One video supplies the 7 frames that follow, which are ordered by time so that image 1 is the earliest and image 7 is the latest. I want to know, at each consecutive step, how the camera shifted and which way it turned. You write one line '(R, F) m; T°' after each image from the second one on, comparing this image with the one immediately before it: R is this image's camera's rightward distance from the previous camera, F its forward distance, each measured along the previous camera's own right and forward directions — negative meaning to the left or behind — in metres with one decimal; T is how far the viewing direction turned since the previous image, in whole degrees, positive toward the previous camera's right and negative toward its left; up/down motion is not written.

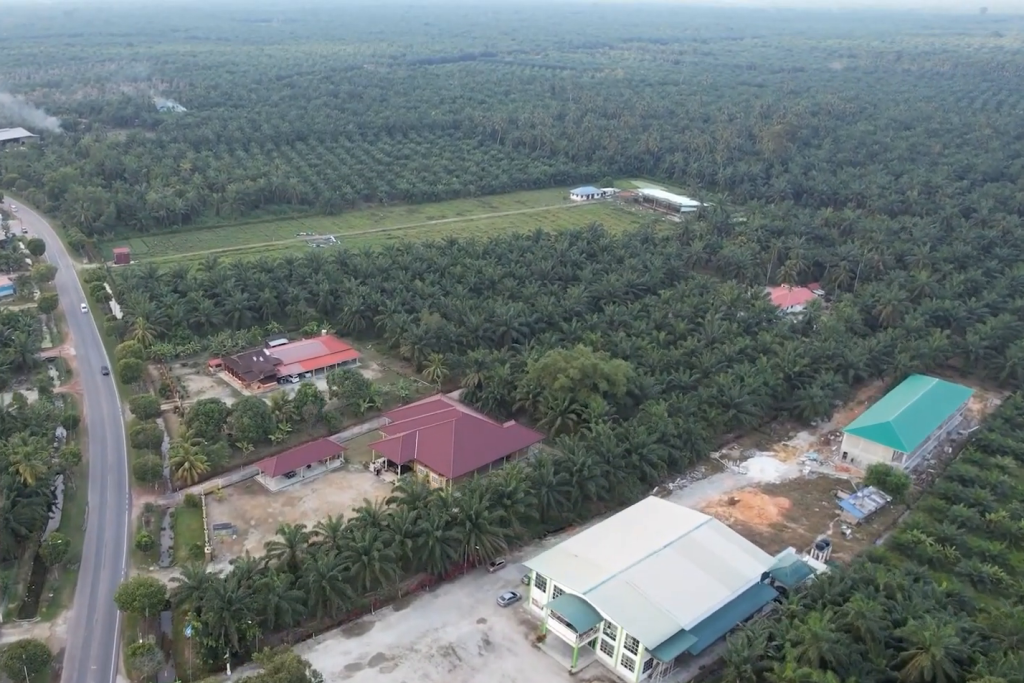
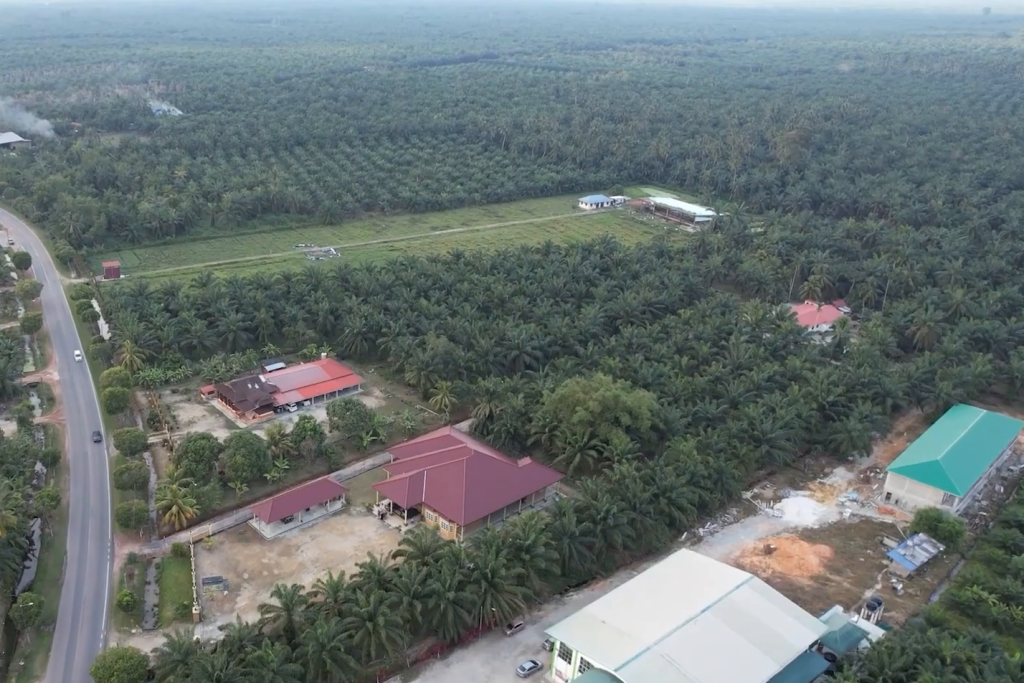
(0.0, +16.2) m; 0°
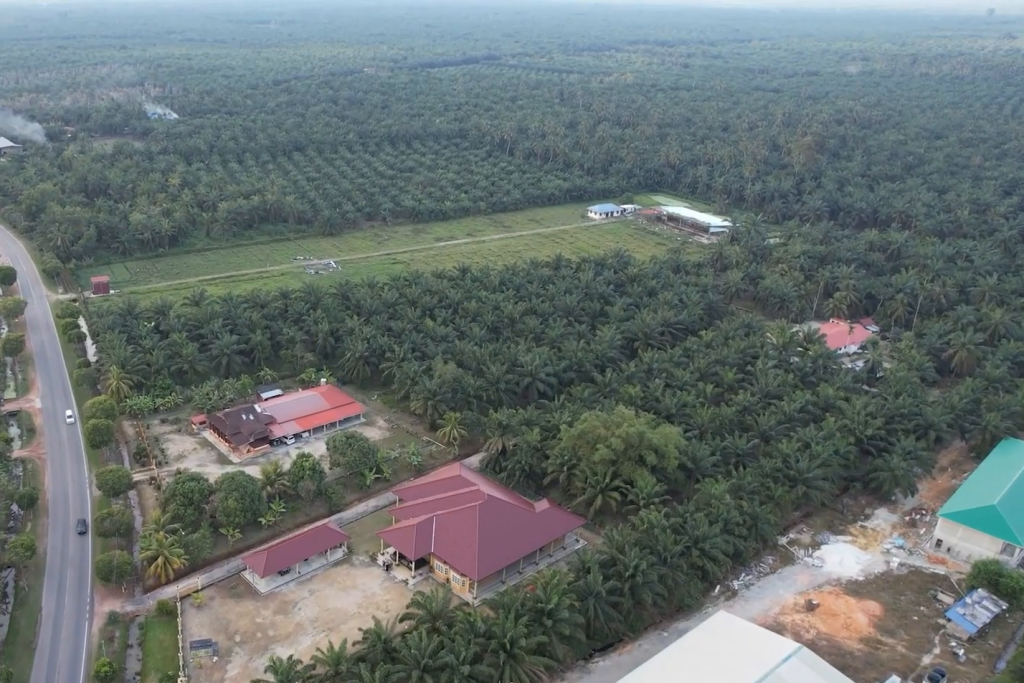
(0.0, +15.0) m; 0°
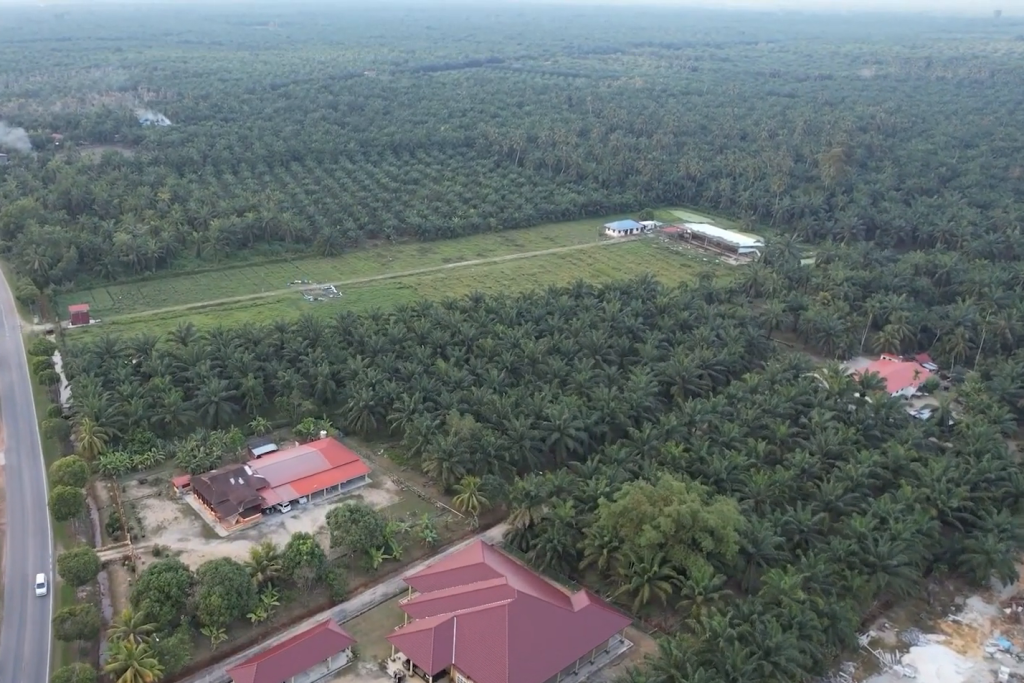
(0.0, +26.4) m; 0°
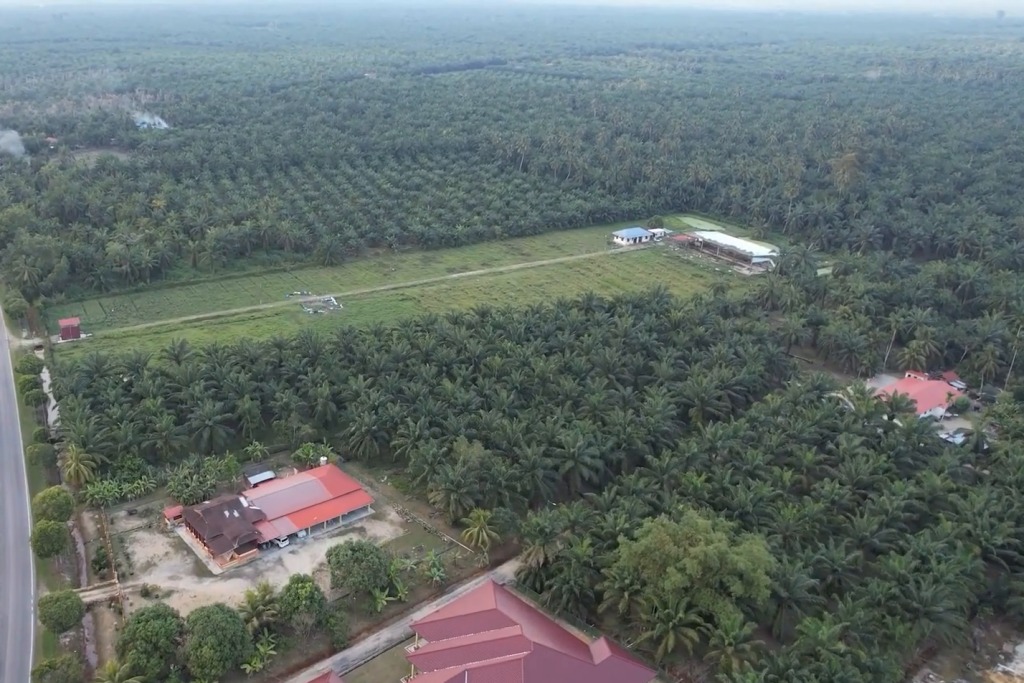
(0.0, +11.4) m; 0°
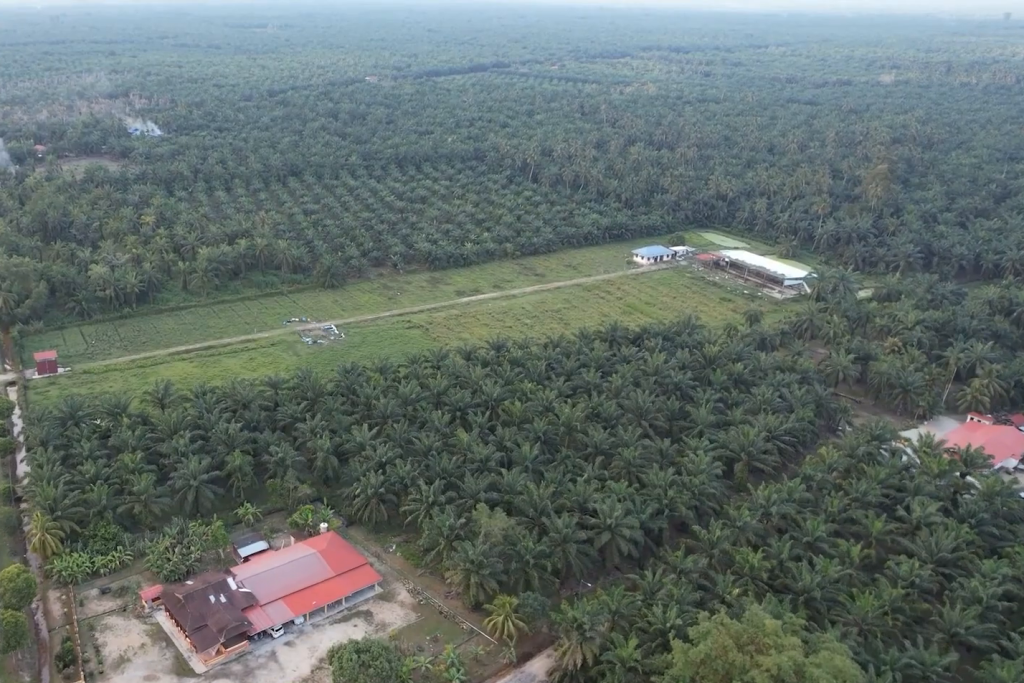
(0.0, +23.3) m; 0°
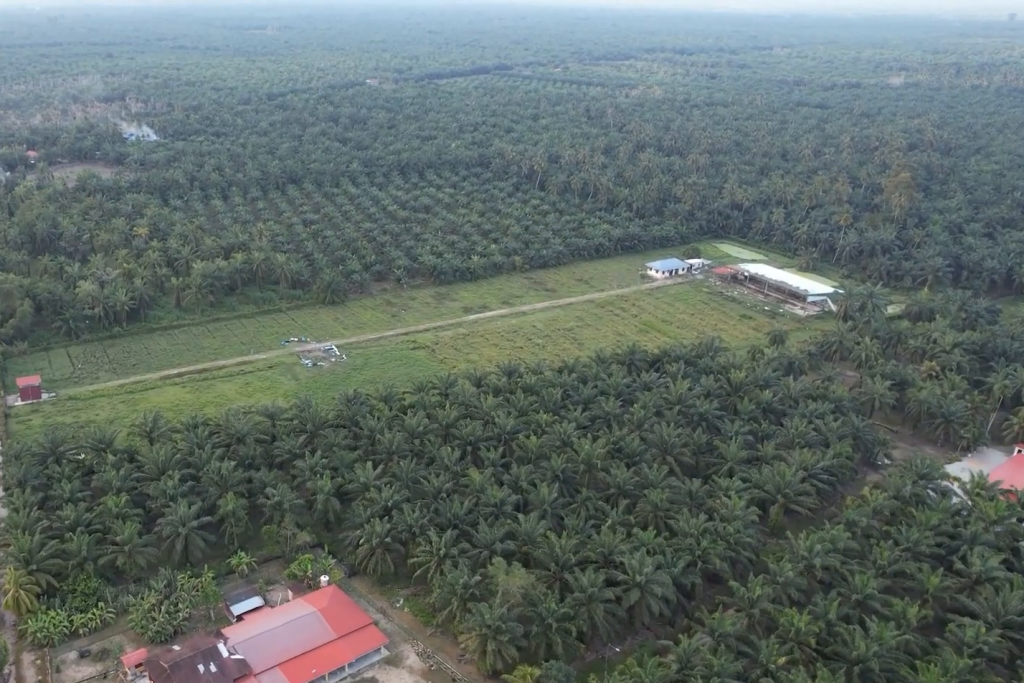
(0.0, +14.9) m; 0°
